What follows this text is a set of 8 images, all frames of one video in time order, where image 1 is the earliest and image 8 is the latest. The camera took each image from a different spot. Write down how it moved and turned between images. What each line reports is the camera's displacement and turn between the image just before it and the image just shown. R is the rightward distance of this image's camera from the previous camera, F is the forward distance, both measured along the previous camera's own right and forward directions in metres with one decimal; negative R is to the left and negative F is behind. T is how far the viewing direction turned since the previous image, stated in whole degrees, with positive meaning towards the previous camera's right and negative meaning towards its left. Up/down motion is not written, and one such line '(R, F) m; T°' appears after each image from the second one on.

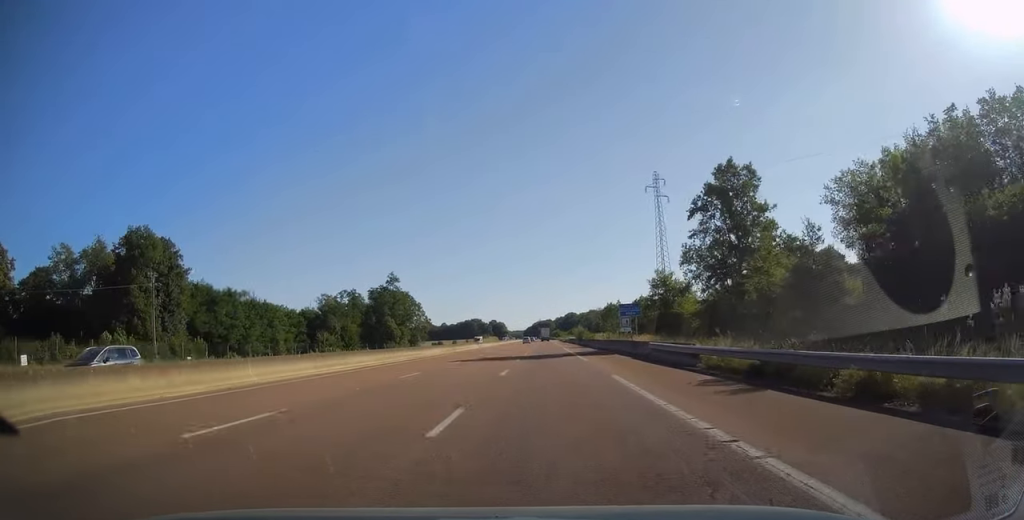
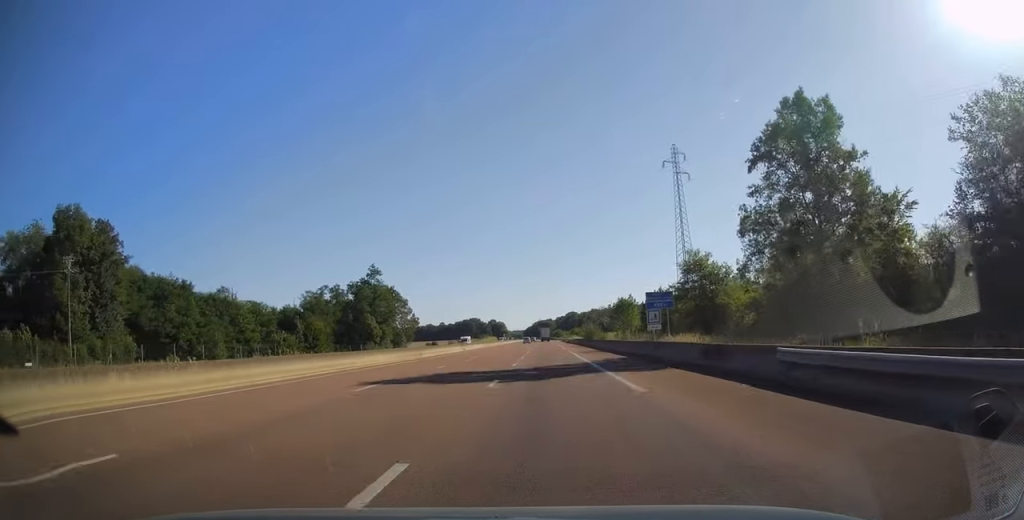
(+0.1, +17.8) m; 0°
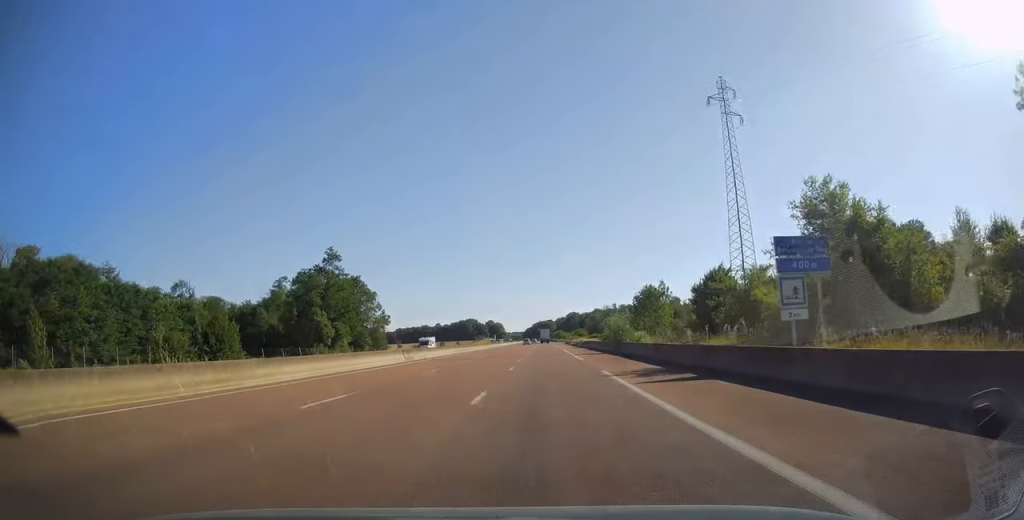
(0.0, +29.6) m; 0°
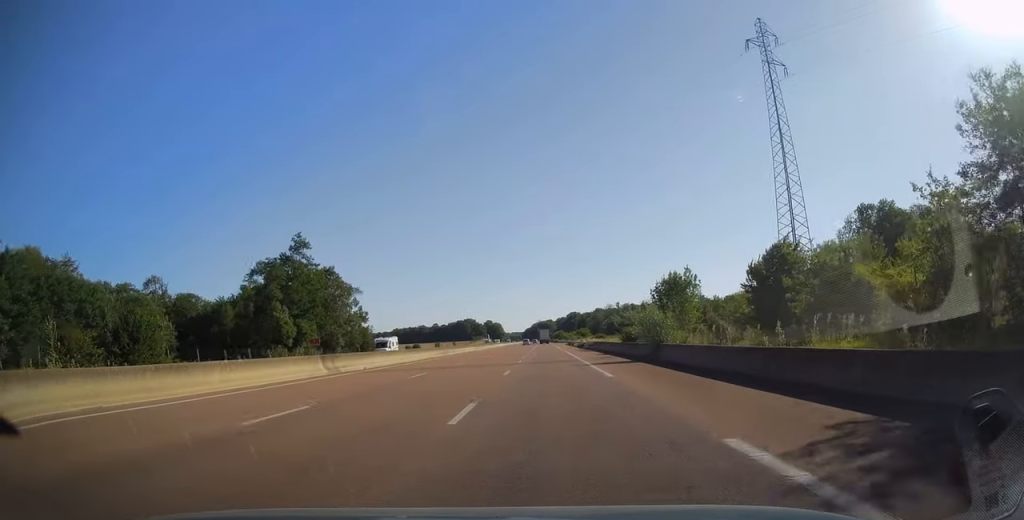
(0.0, +15.8) m; 0°
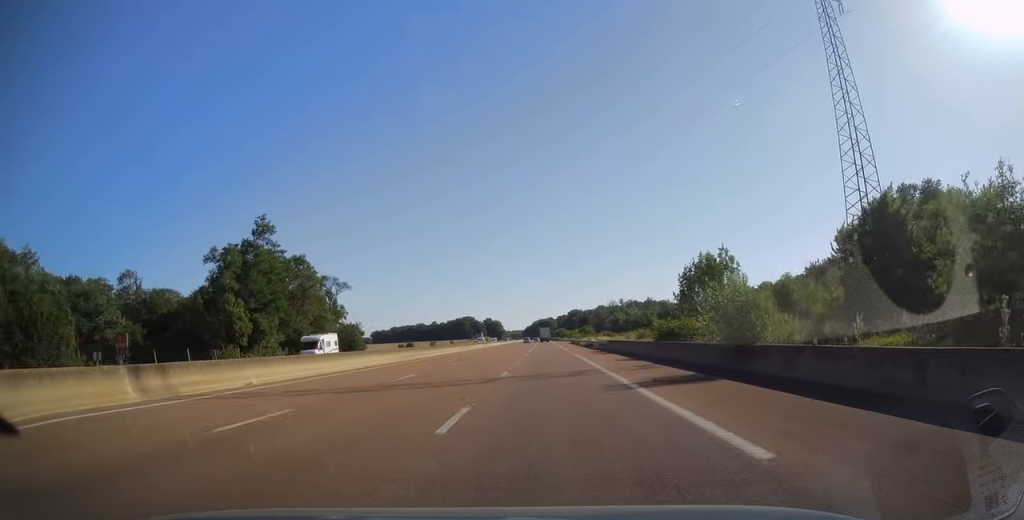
(0.0, +13.8) m; 0°
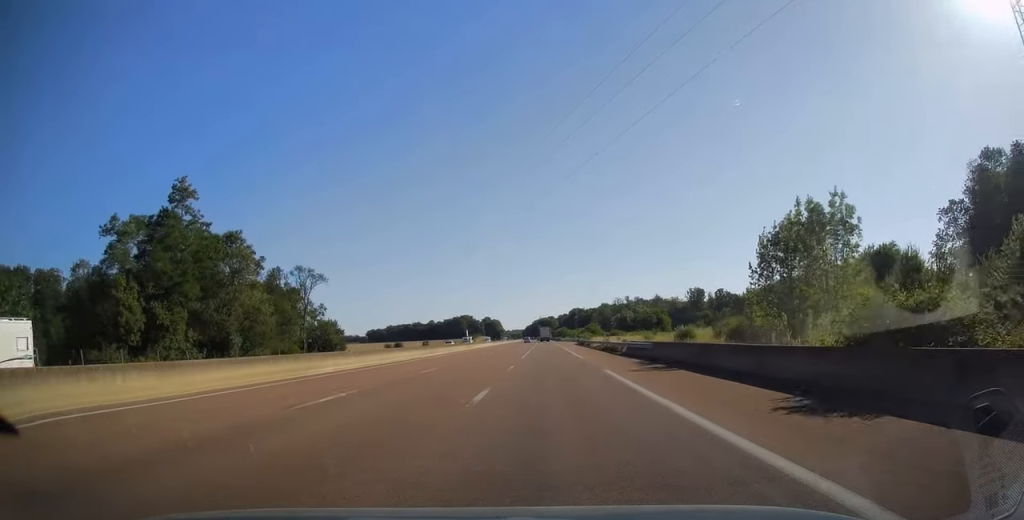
(-0.1, +21.7) m; 0°
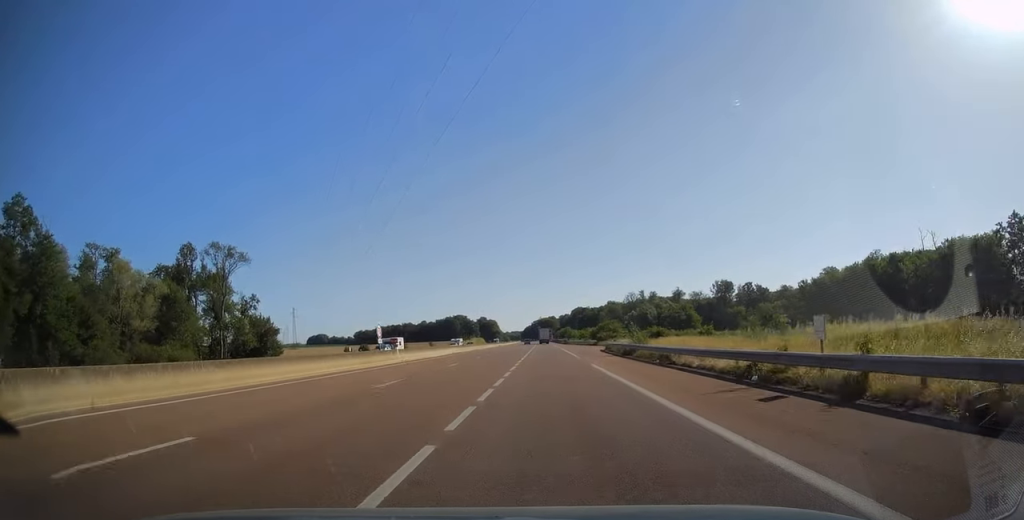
(0.0, +46.7) m; 0°
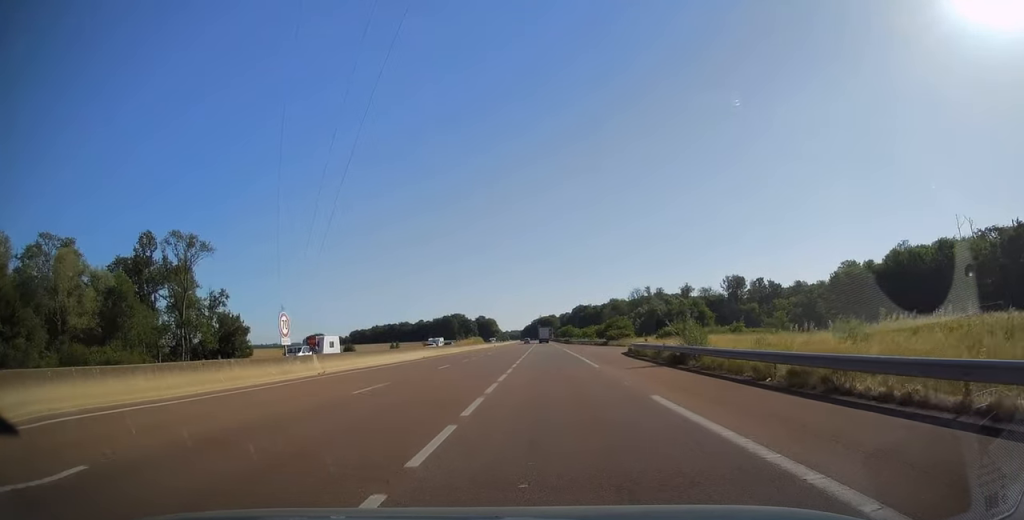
(0.0, +15.3) m; 0°
